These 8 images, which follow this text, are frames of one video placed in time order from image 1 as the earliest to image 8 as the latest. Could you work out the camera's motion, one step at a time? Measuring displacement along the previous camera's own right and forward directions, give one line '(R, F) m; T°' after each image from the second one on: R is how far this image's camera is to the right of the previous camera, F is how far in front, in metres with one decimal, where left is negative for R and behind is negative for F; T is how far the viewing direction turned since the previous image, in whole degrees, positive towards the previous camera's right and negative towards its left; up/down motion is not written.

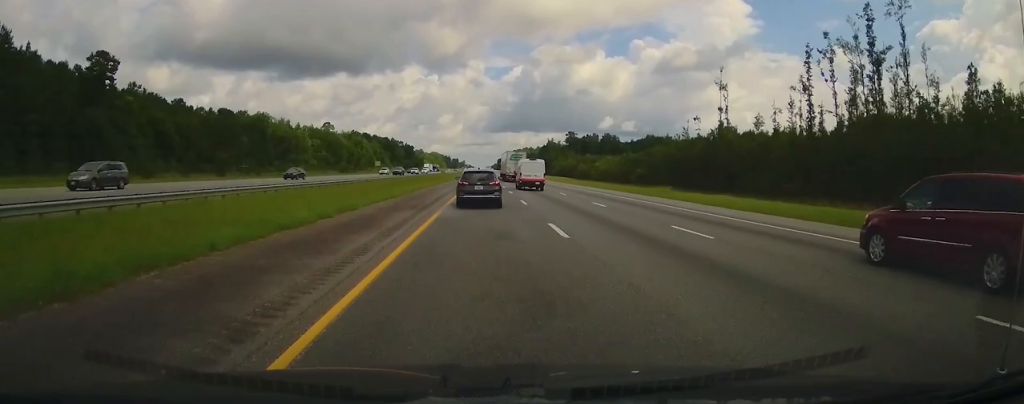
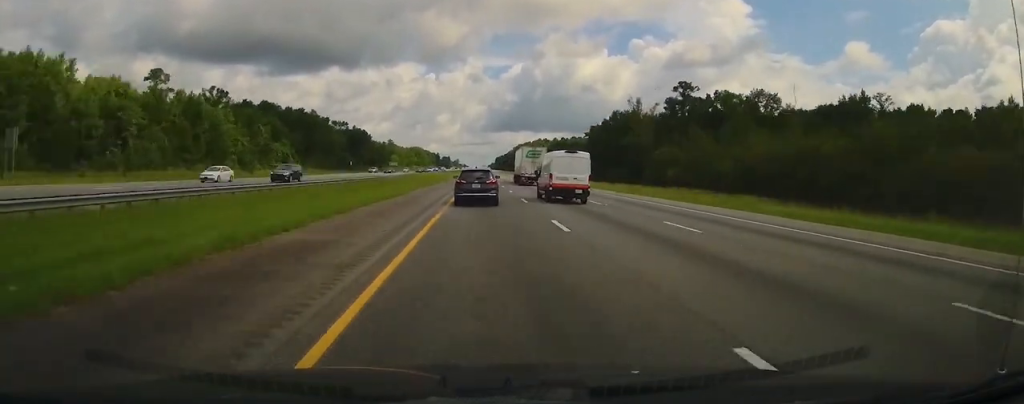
(+0.4, +173.8) m; 0°
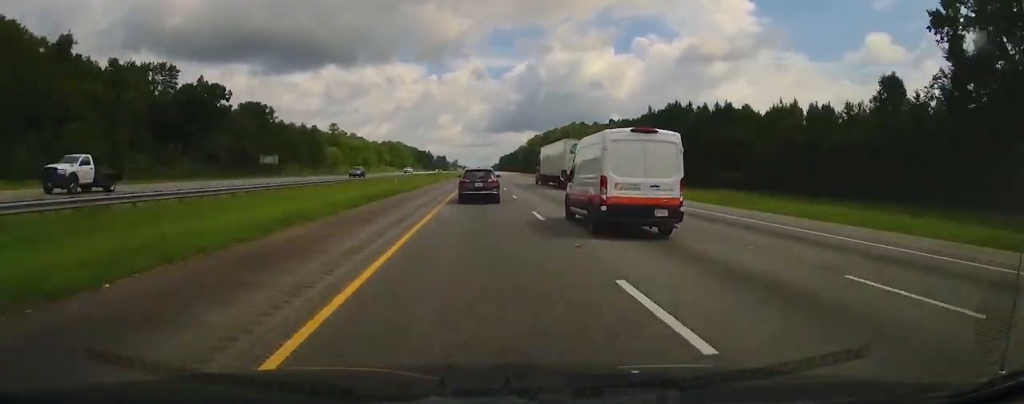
(-0.5, +159.9) m; 0°
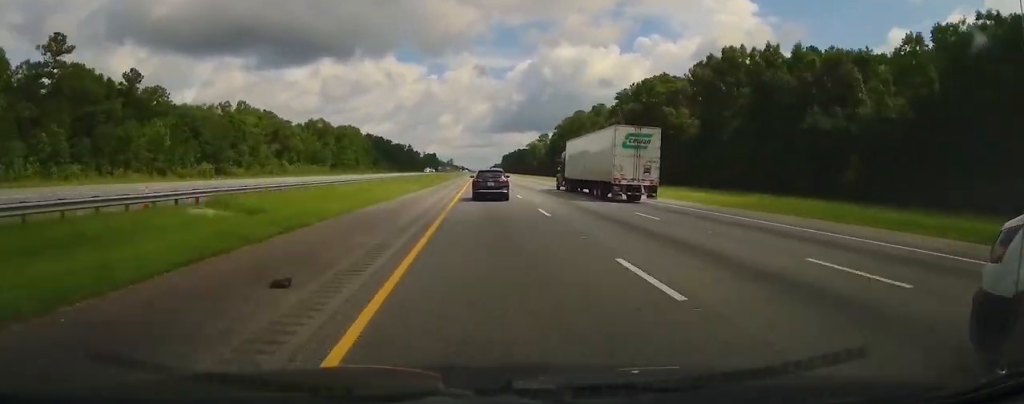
(+0.2, +174.3) m; 0°
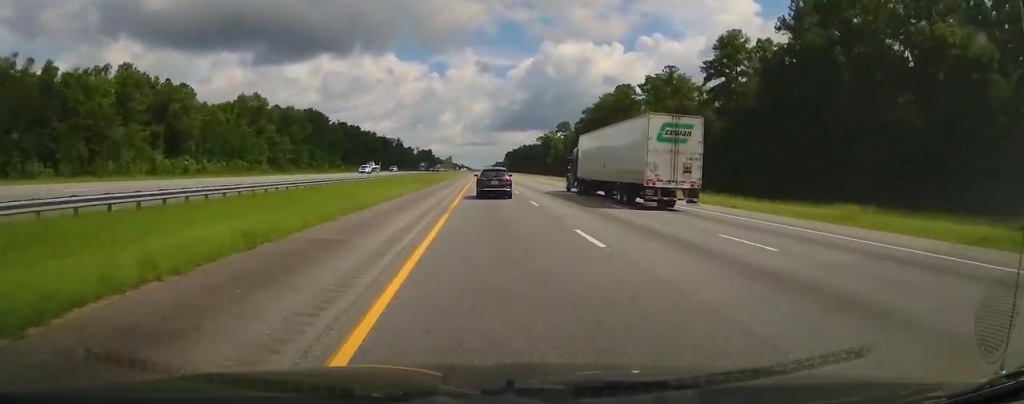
(0.0, +70.6) m; 0°
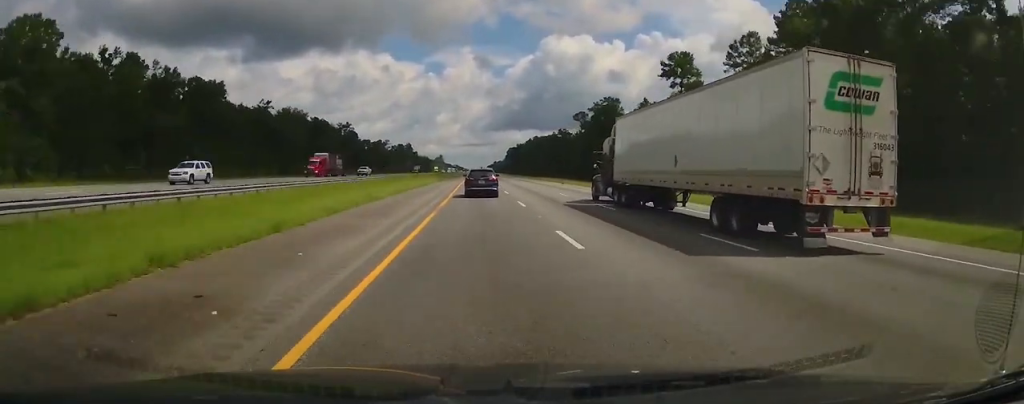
(+0.2, +151.3) m; 0°
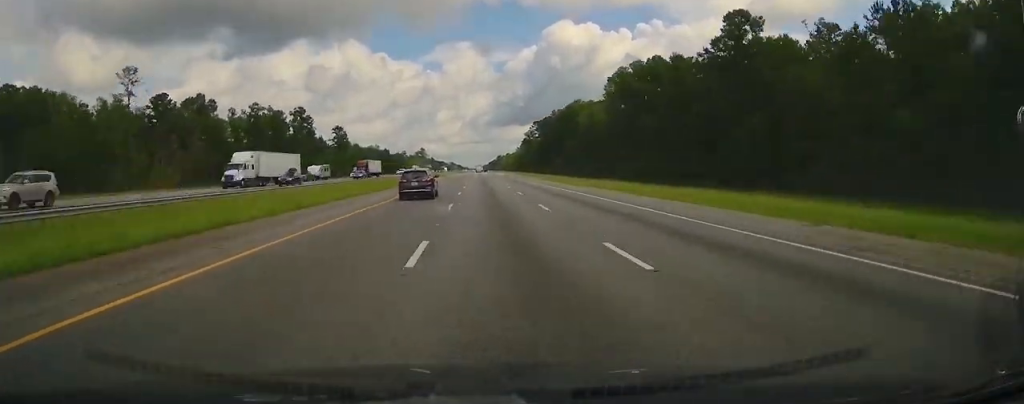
(+0.3, +275.8) m; -1°
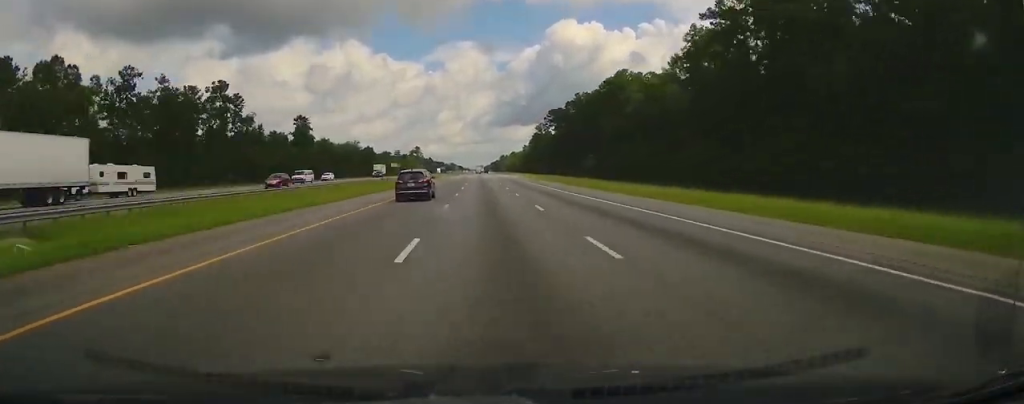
(-0.4, +61.8) m; 0°
